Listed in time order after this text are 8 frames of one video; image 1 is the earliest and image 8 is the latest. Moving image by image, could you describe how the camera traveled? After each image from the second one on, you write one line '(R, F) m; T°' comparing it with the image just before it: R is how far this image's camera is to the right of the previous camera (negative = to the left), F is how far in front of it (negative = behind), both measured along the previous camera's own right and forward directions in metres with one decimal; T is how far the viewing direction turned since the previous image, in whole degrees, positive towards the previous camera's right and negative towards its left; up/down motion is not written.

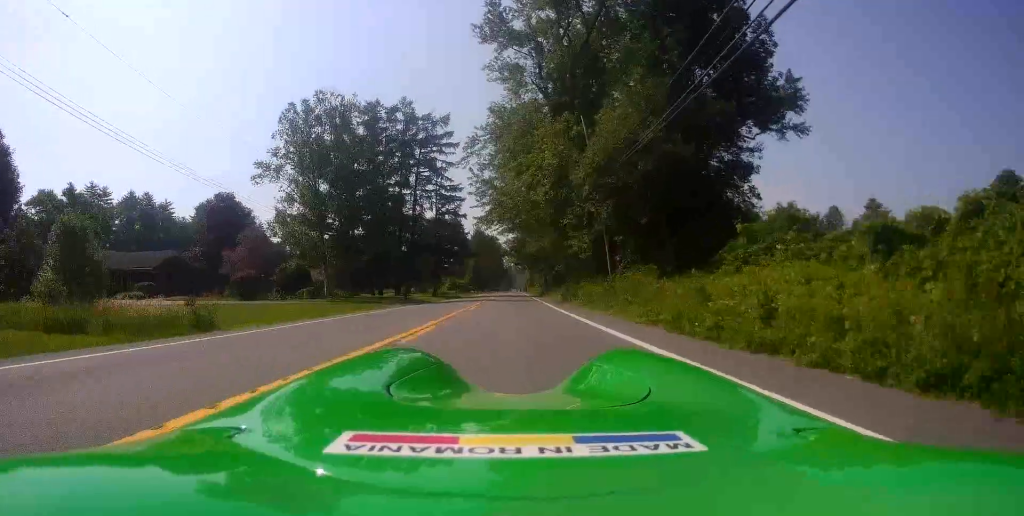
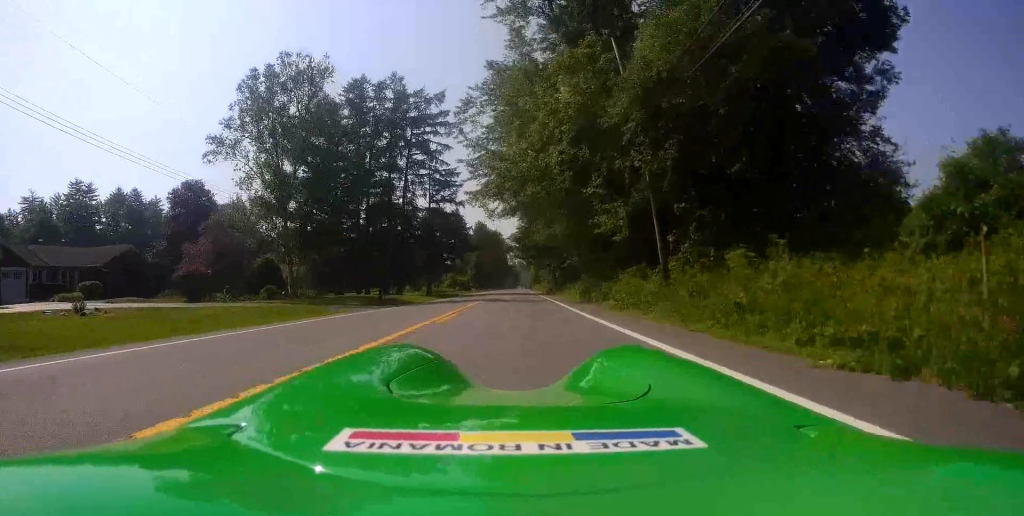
(-0.1, +8.7) m; -1°
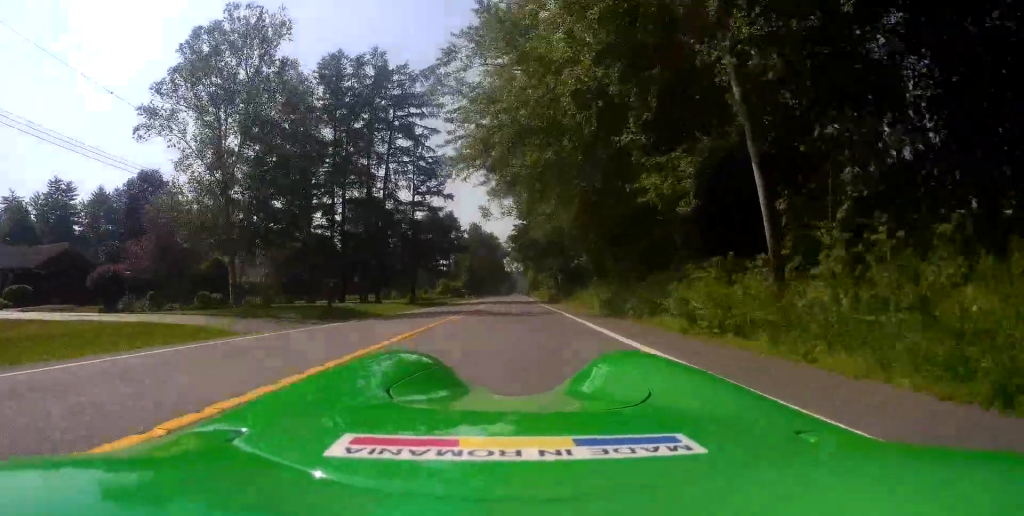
(0.0, +8.0) m; -1°
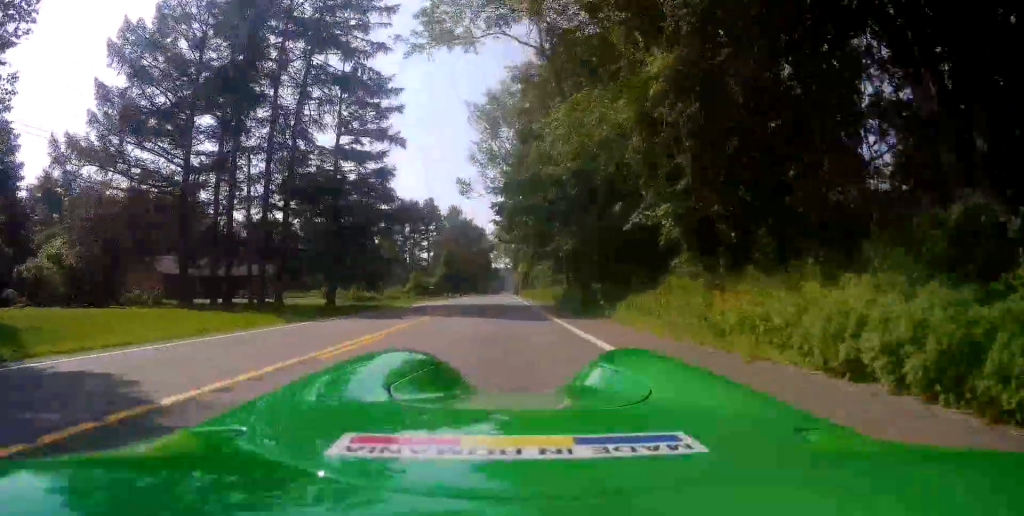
(-0.2, +21.8) m; 0°
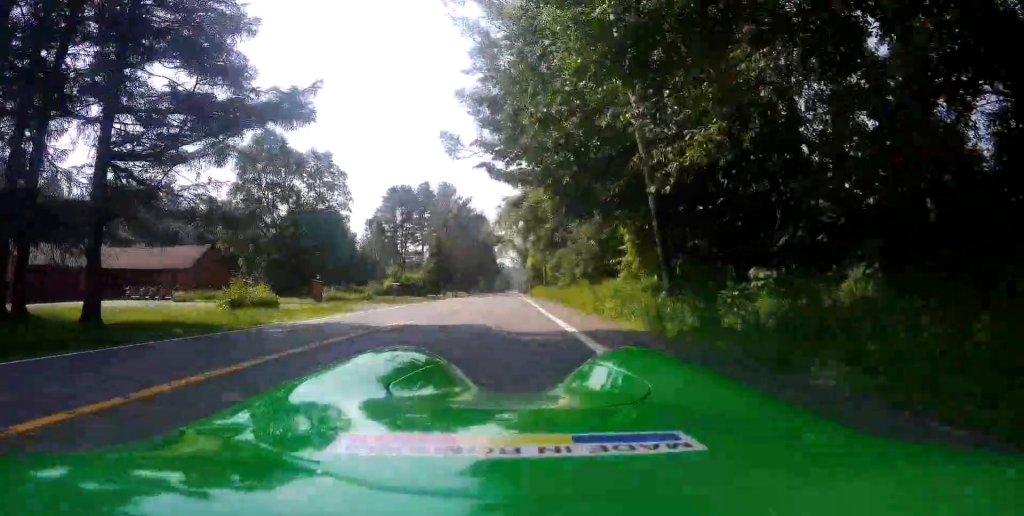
(+0.5, +21.4) m; +2°
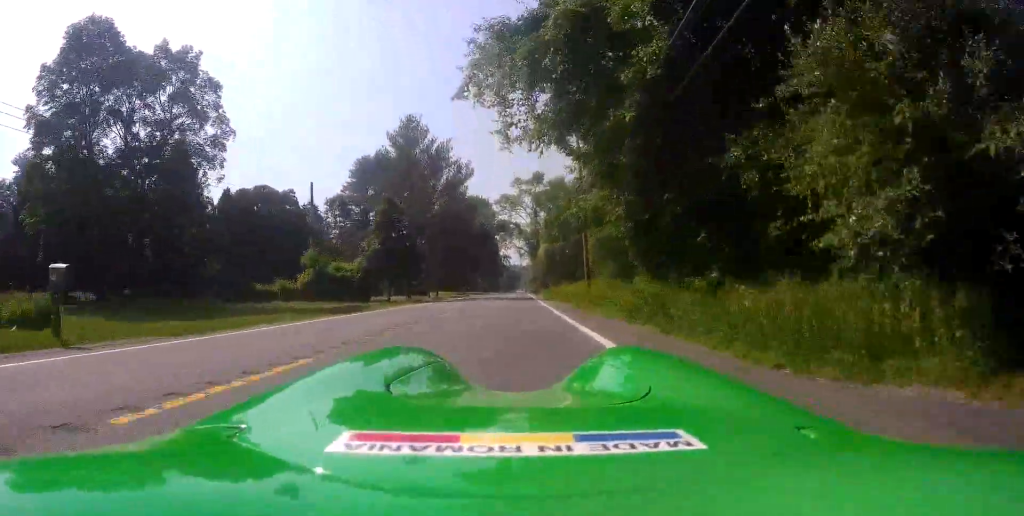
(-0.5, +31.8) m; -2°
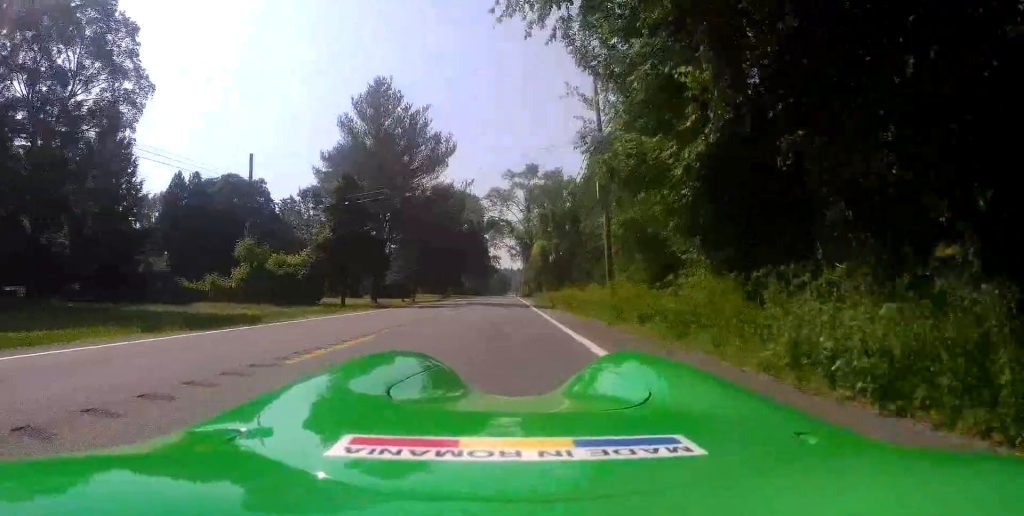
(+0.1, +9.6) m; -1°
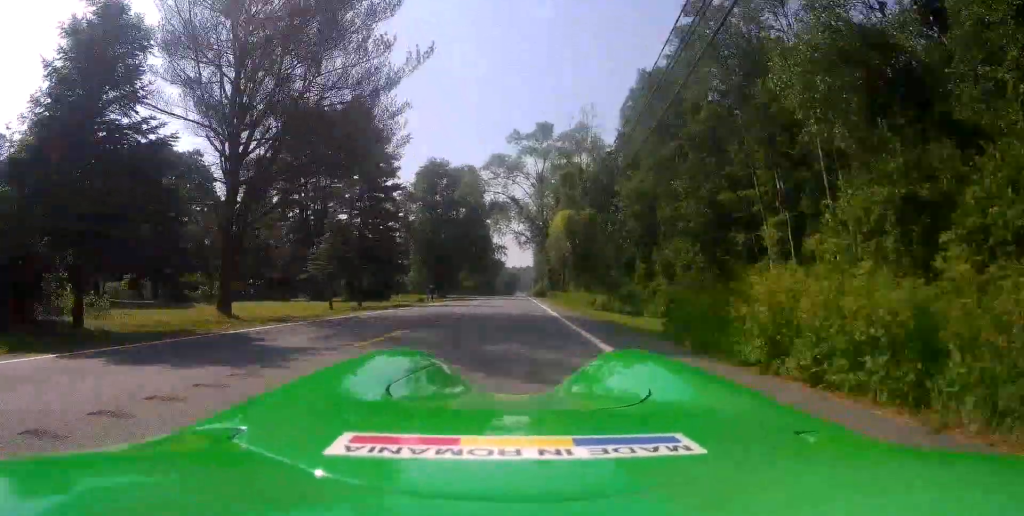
(-0.6, +22.8) m; 0°
